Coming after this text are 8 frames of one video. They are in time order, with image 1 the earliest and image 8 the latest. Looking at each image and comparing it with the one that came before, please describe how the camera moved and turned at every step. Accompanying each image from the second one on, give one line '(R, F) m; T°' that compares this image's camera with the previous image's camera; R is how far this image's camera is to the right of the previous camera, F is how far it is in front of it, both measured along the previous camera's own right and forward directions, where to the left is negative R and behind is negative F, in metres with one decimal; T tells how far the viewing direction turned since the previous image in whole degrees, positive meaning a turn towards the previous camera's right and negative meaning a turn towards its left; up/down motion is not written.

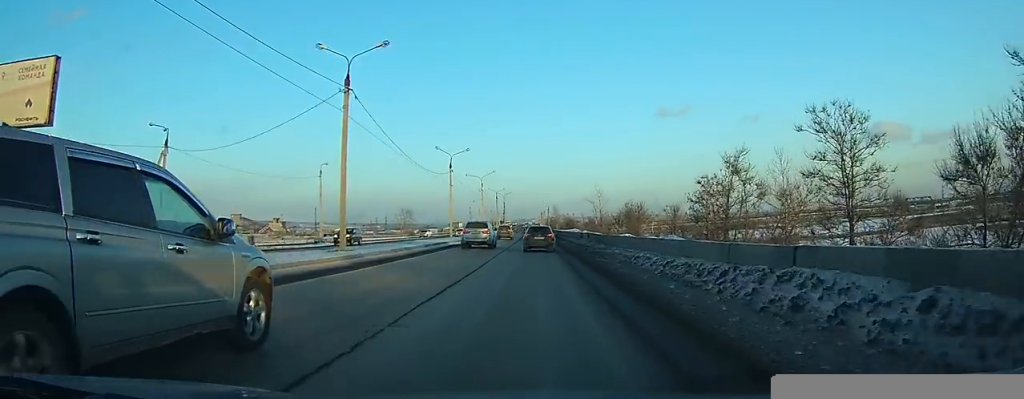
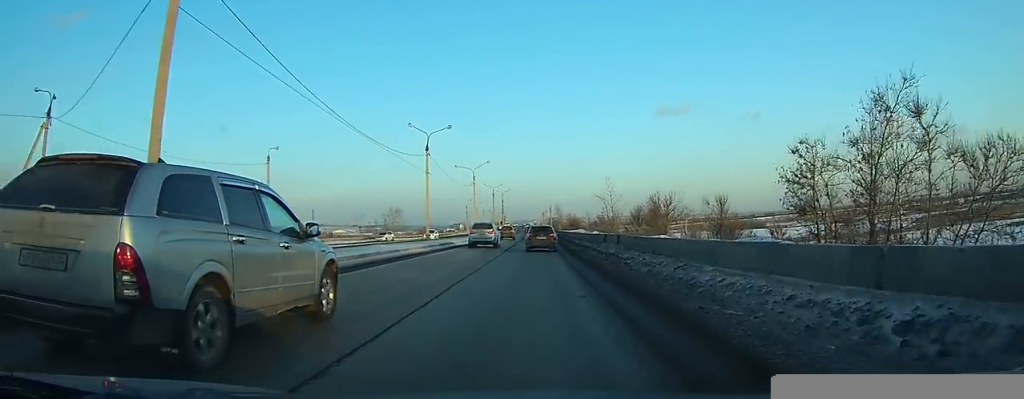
(0.0, +14.3) m; 0°
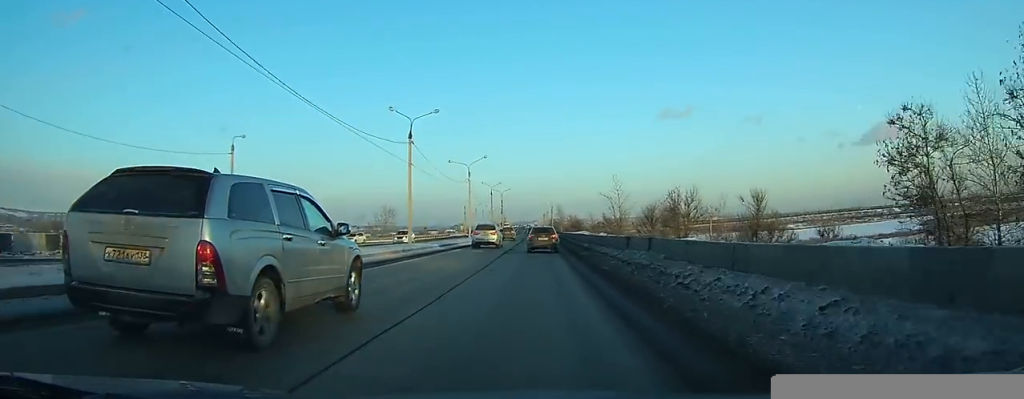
(0.0, +7.2) m; 0°
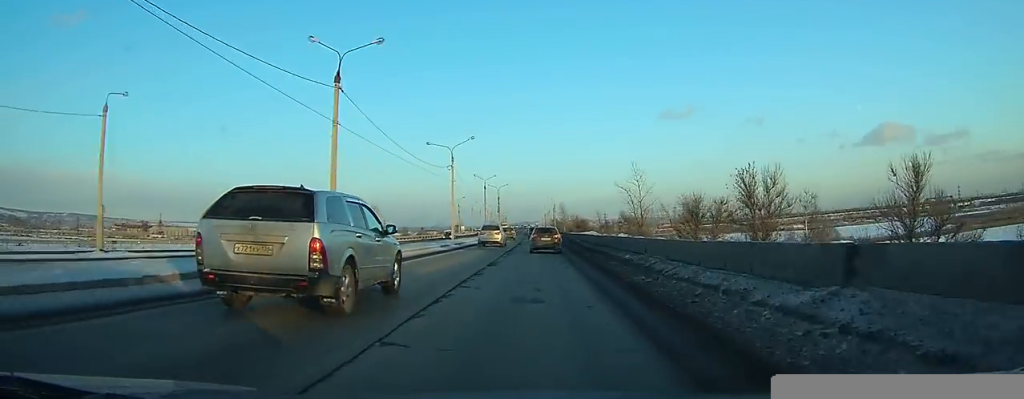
(0.0, +16.3) m; 0°
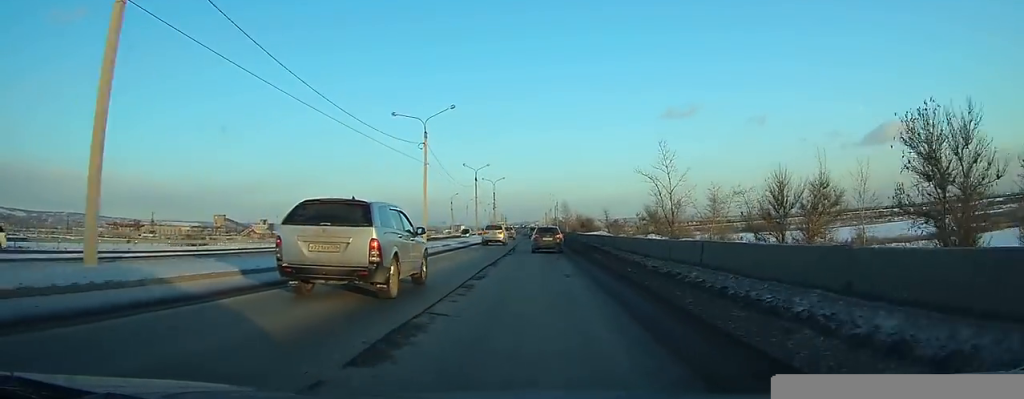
(0.0, +15.2) m; 0°
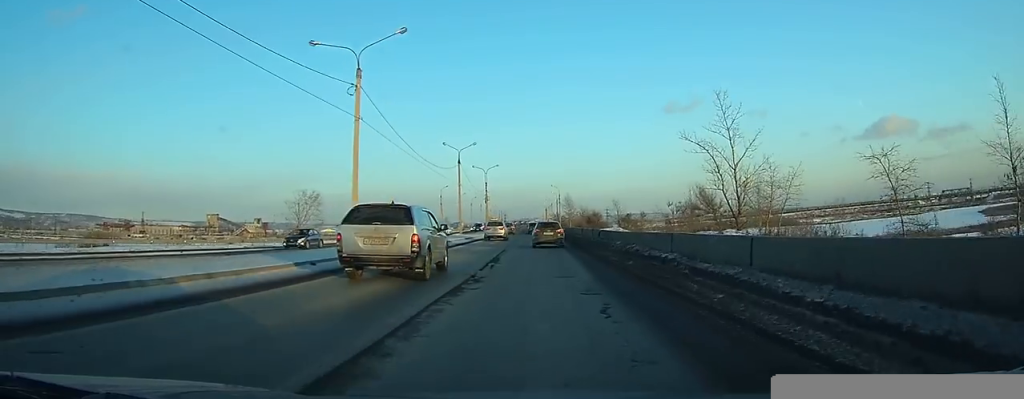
(0.0, +17.7) m; 0°
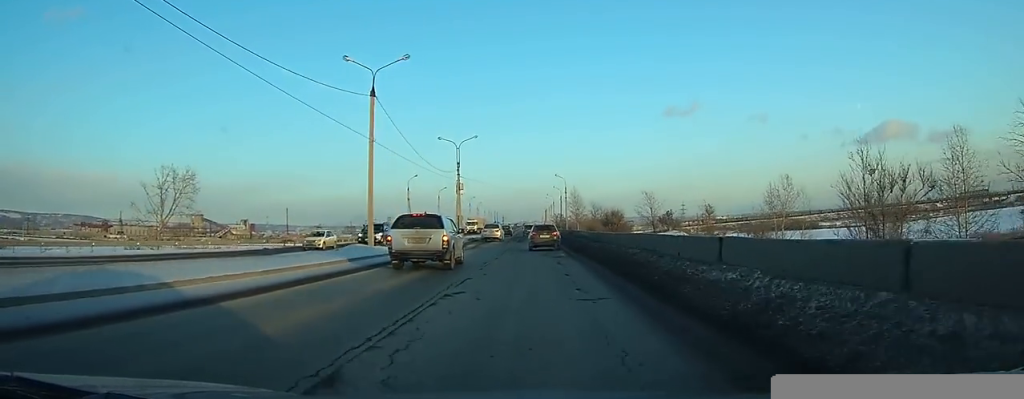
(-0.2, +34.9) m; -1°
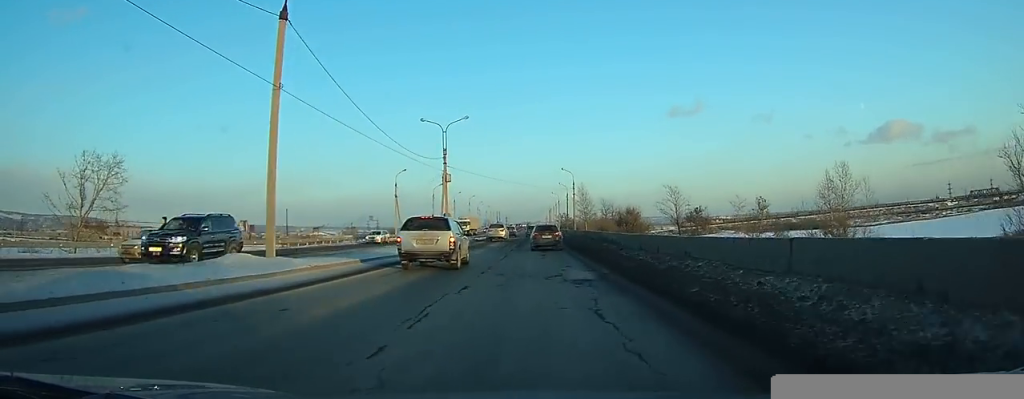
(0.0, +12.2) m; 0°
